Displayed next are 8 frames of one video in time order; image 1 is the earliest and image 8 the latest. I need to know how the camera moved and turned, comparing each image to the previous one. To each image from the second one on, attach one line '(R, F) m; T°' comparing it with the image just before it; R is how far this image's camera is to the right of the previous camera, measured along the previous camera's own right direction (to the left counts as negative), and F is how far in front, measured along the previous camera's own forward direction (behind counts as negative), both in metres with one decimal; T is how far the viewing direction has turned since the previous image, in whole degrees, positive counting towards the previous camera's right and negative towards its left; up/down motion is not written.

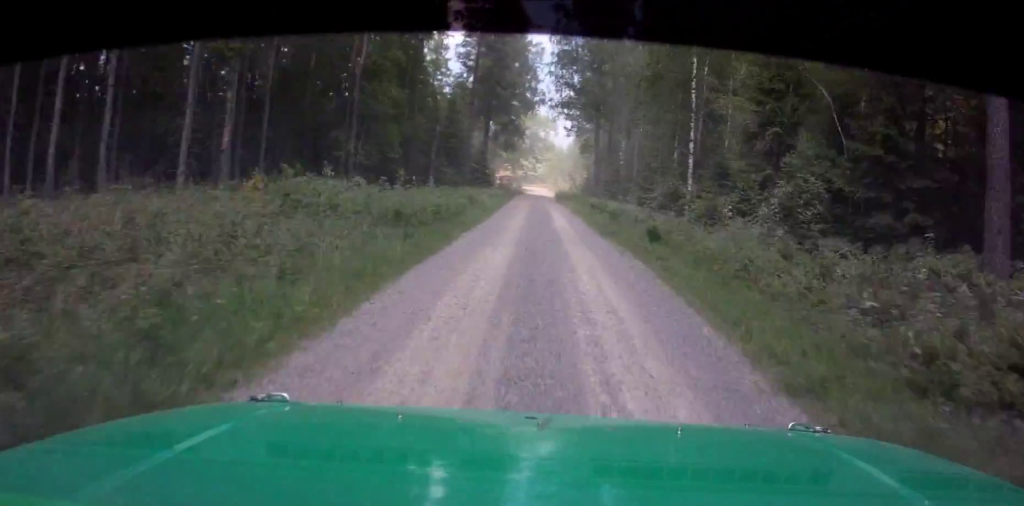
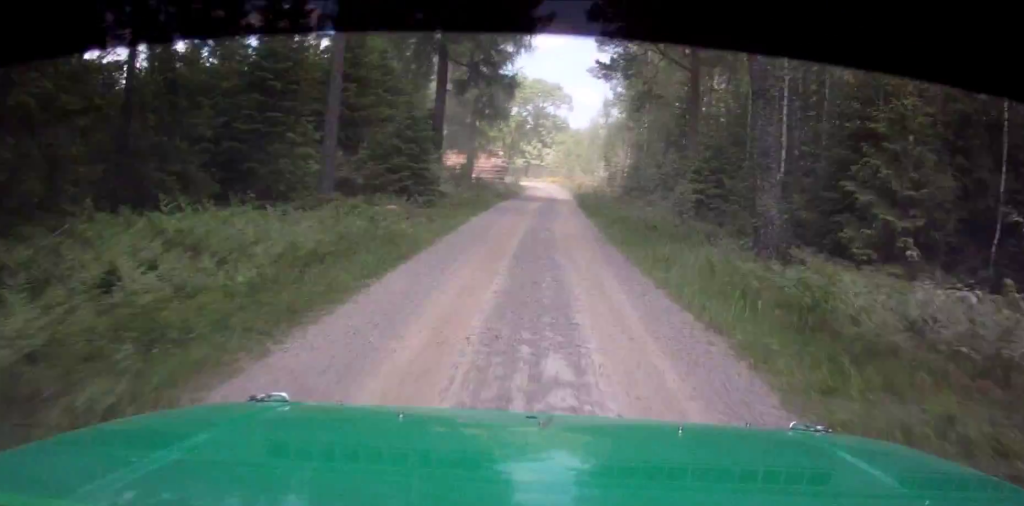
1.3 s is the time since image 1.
(+1.4, +42.5) m; +2°
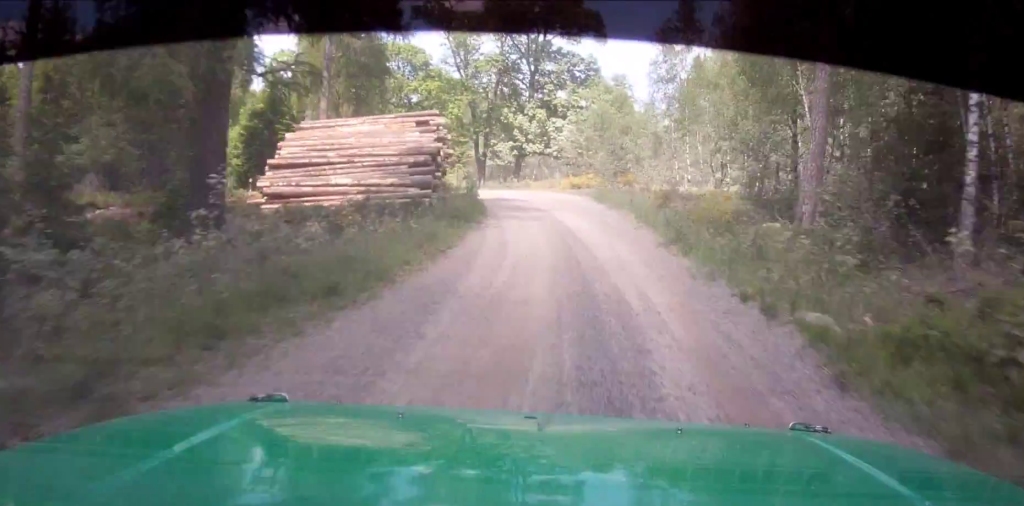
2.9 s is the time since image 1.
(+0.1, +46.8) m; -5°
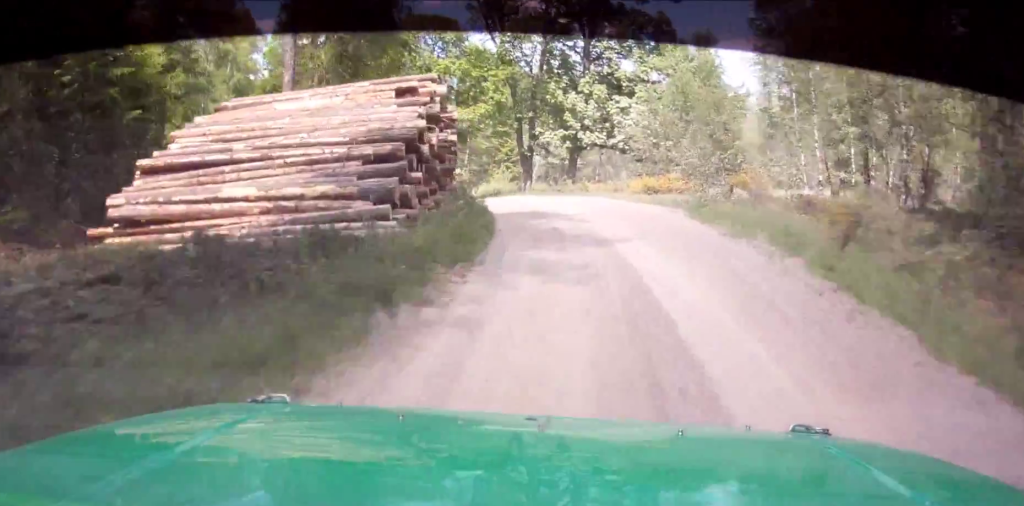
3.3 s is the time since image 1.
(-0.7, +12.9) m; -5°
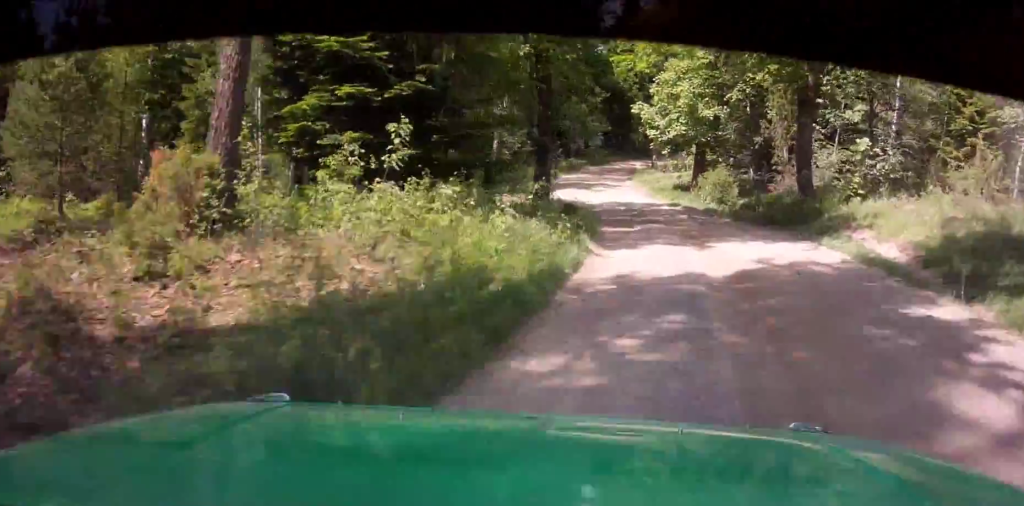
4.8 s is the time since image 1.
(-6.8, +37.8) m; -20°
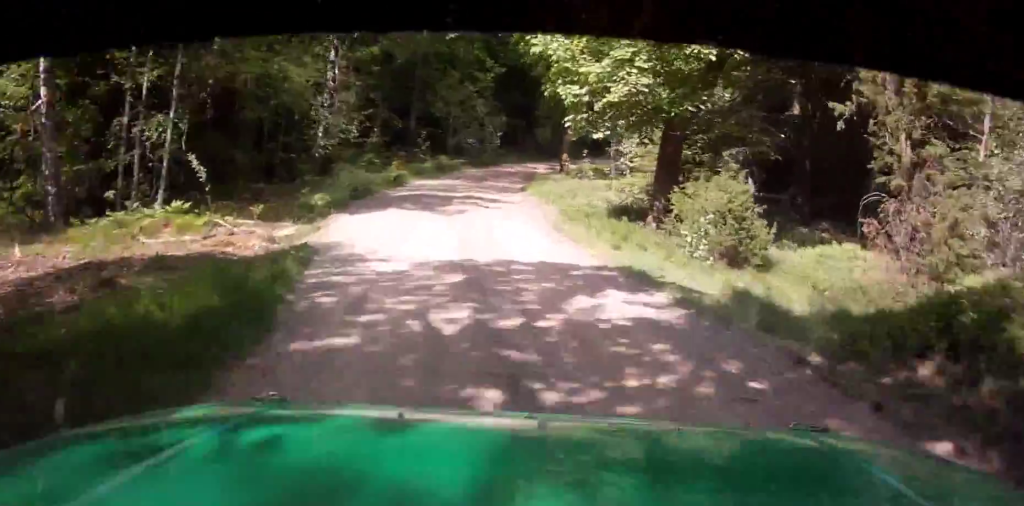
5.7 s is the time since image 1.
(-1.7, +19.7) m; -3°
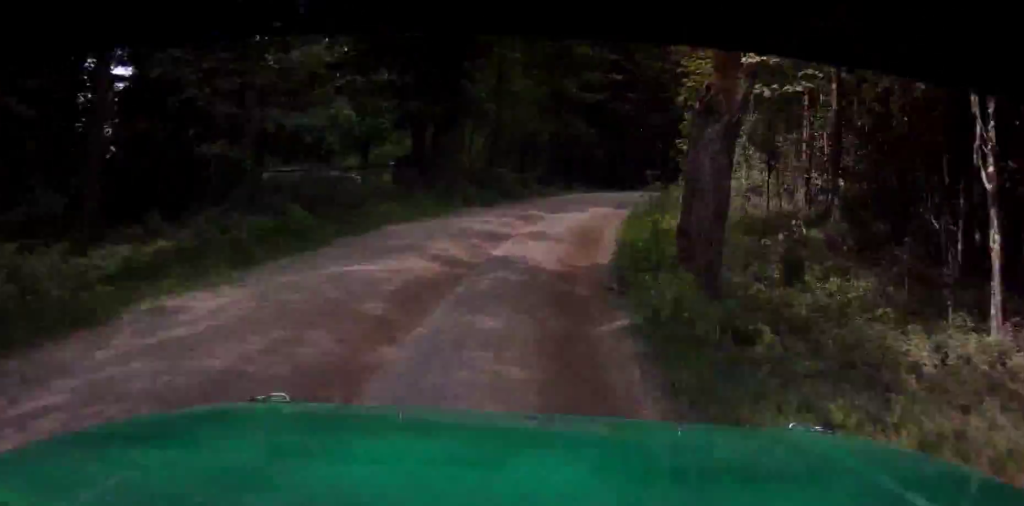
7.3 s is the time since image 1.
(+2.5, +34.3) m; +12°
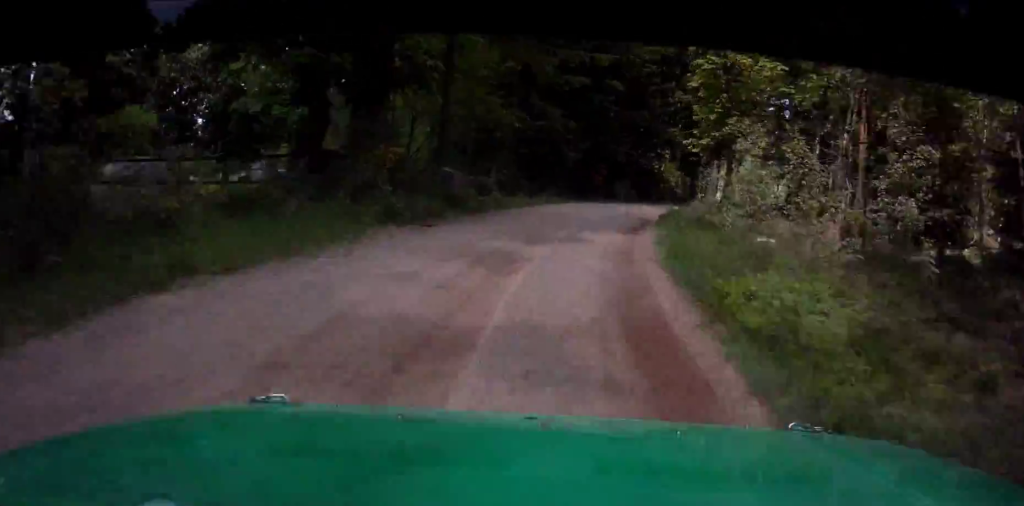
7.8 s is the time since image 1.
(+0.3, +9.9) m; +5°
